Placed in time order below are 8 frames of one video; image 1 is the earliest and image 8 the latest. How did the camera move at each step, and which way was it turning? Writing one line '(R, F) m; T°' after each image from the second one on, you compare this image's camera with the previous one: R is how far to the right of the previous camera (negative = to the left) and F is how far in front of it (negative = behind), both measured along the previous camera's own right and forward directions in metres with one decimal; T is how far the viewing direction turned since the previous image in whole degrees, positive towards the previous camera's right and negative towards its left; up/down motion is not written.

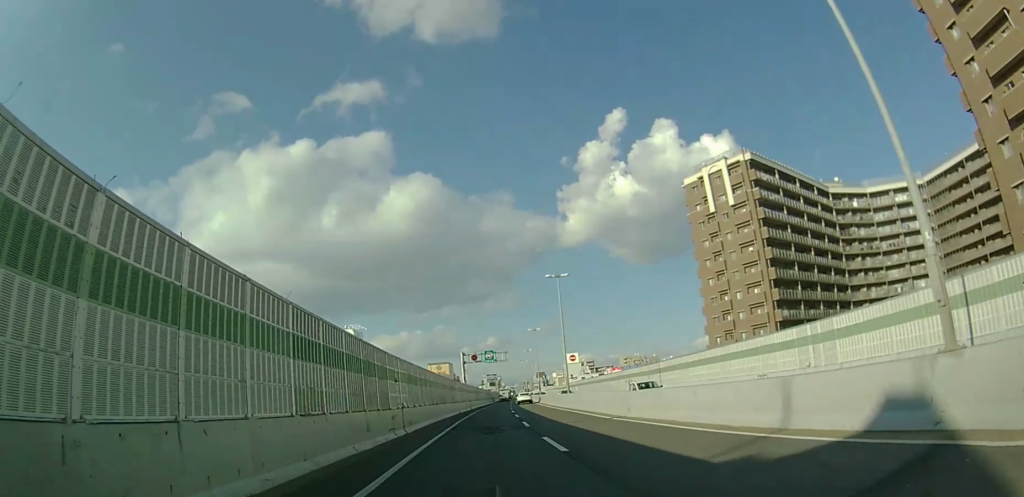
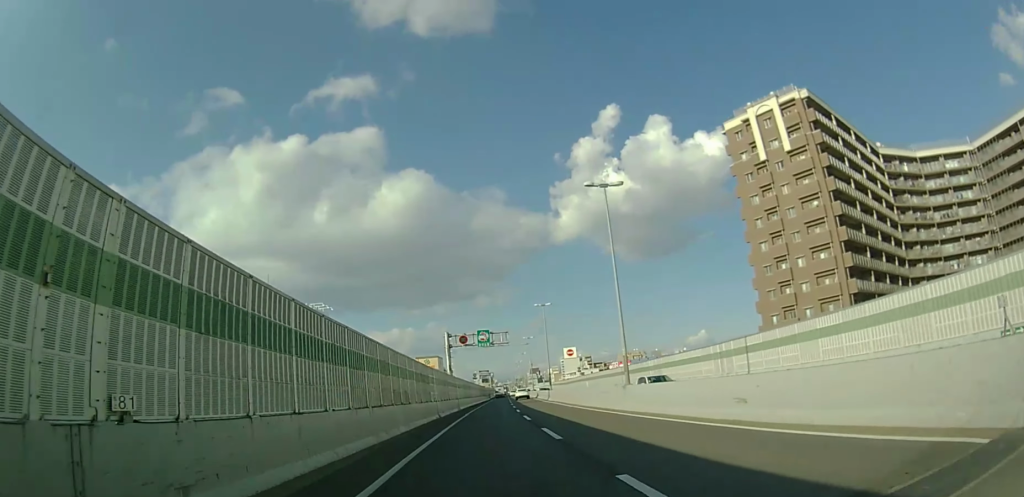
(+0.2, +18.2) m; +1°
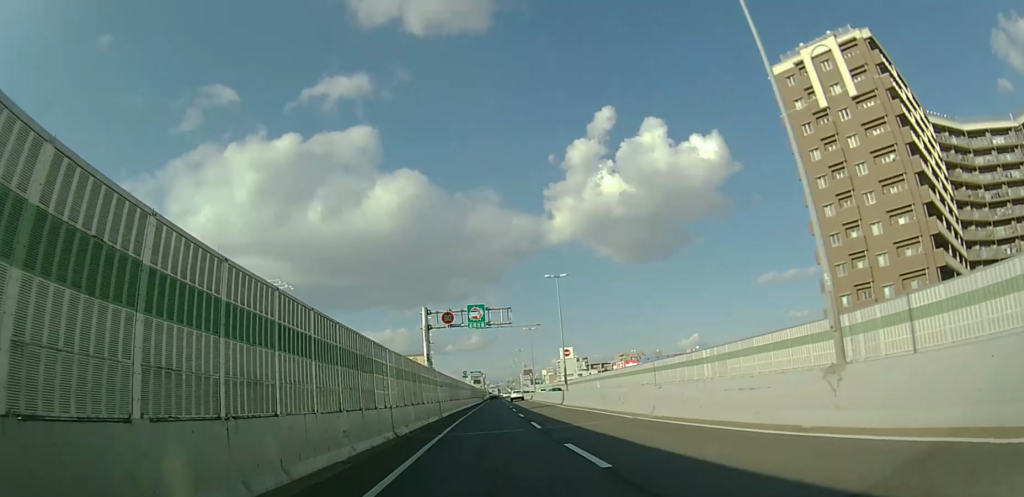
(+0.1, +15.1) m; 0°
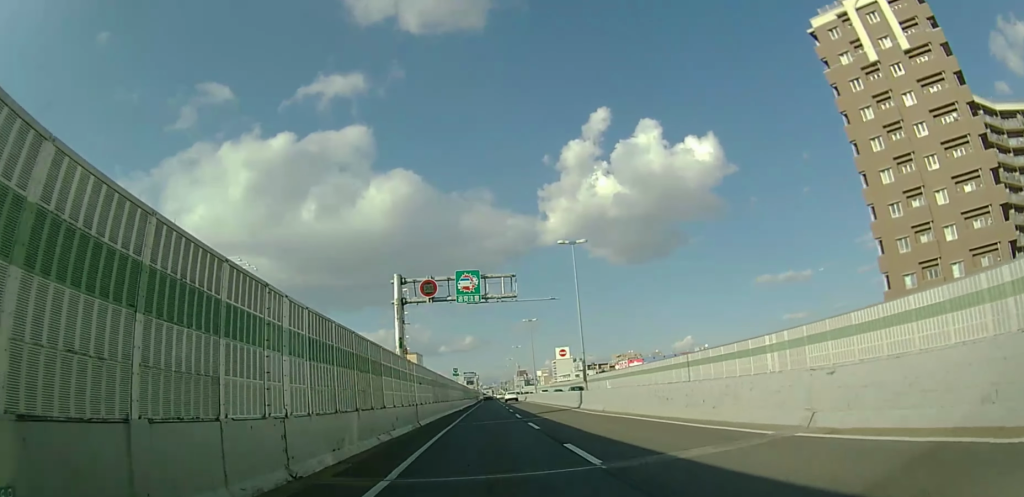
(+0.1, +9.9) m; 0°
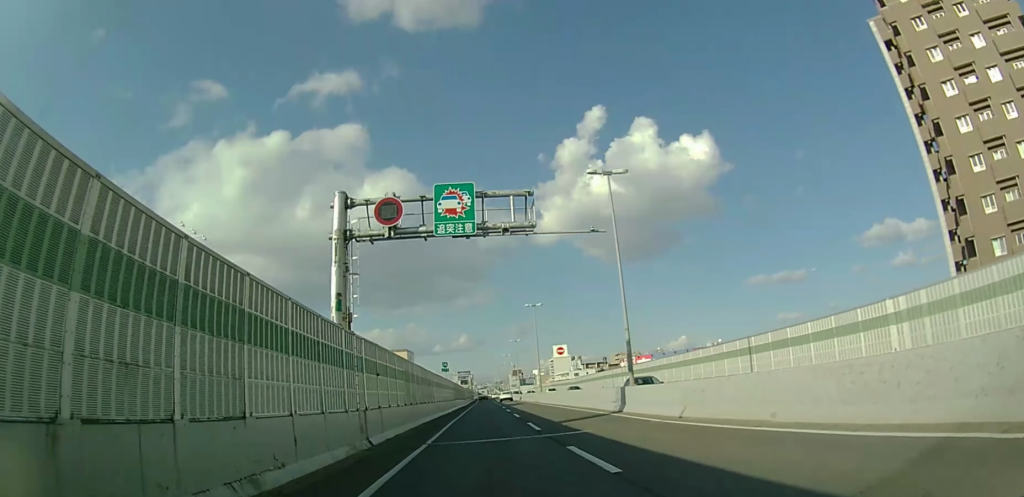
(0.0, +10.6) m; 0°
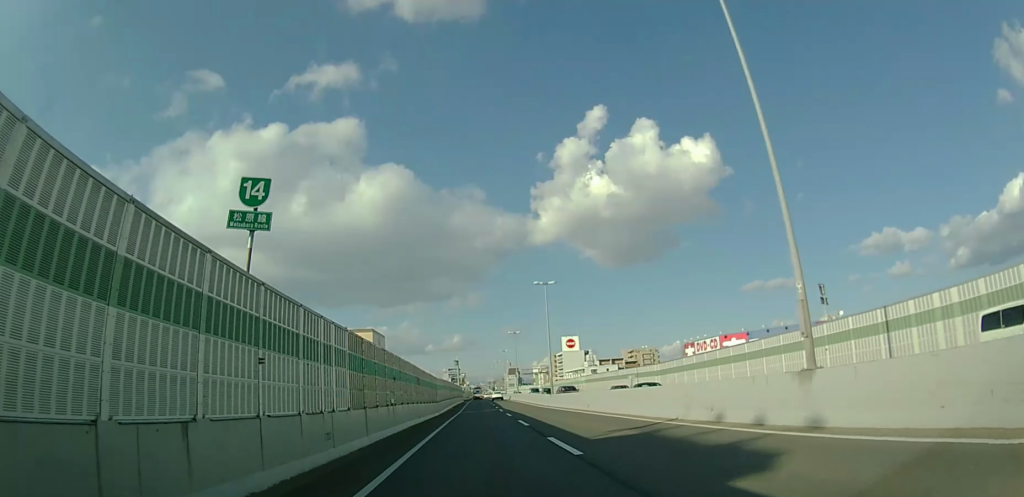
(+0.2, +48.1) m; +1°
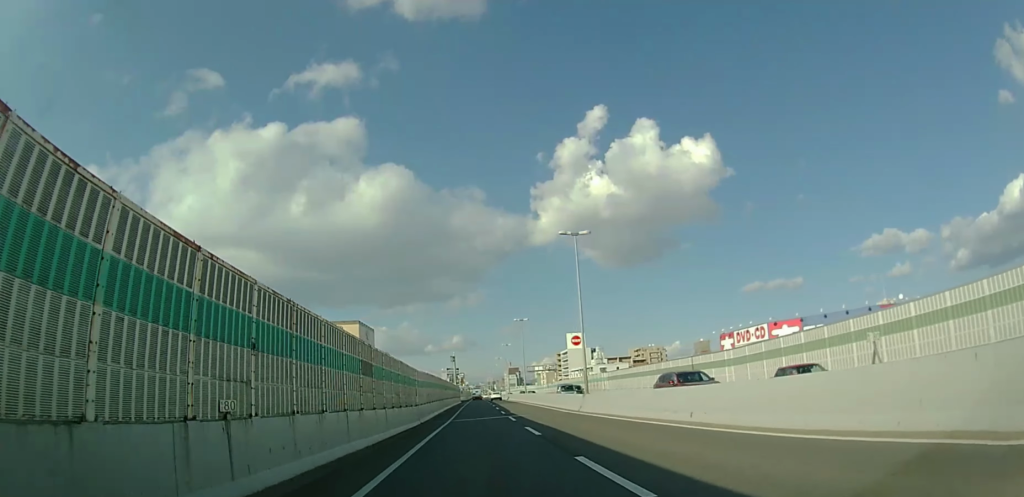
(+0.1, +13.8) m; 0°
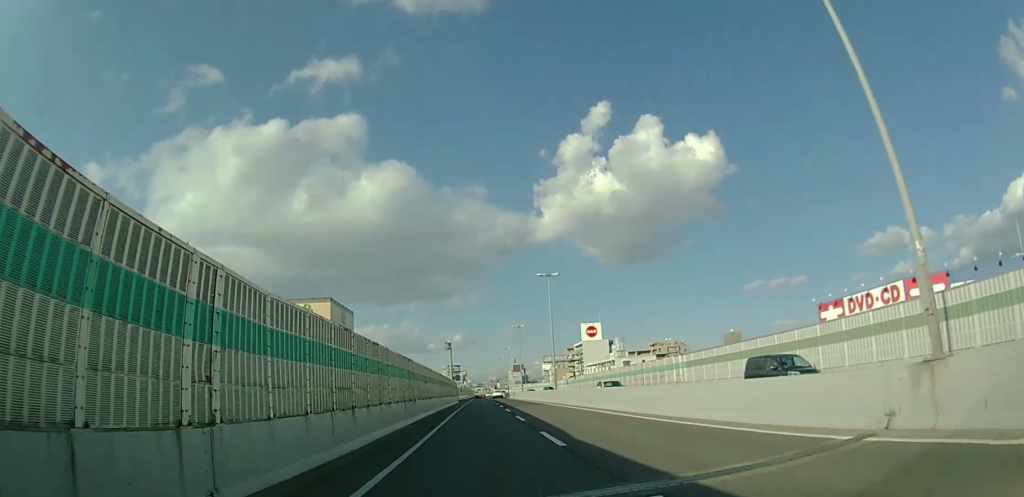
(+0.1, +24.4) m; 0°
